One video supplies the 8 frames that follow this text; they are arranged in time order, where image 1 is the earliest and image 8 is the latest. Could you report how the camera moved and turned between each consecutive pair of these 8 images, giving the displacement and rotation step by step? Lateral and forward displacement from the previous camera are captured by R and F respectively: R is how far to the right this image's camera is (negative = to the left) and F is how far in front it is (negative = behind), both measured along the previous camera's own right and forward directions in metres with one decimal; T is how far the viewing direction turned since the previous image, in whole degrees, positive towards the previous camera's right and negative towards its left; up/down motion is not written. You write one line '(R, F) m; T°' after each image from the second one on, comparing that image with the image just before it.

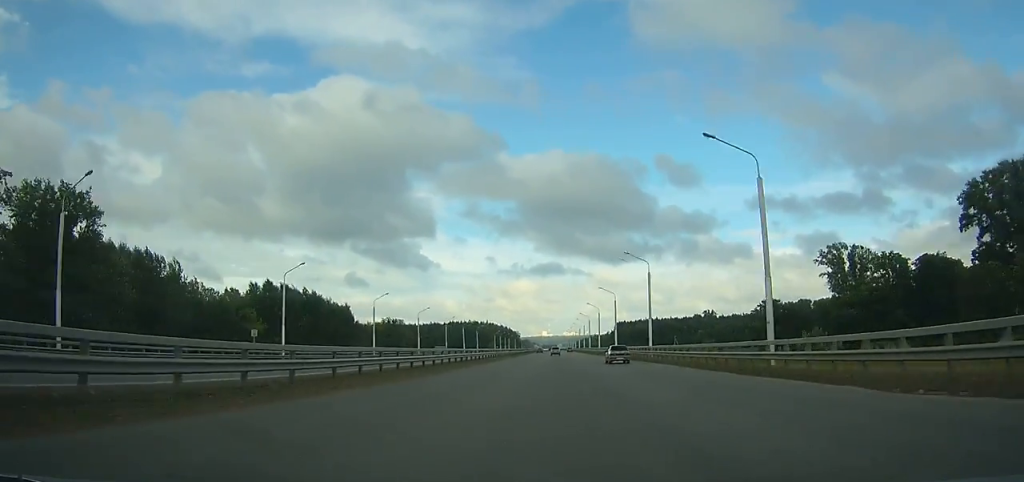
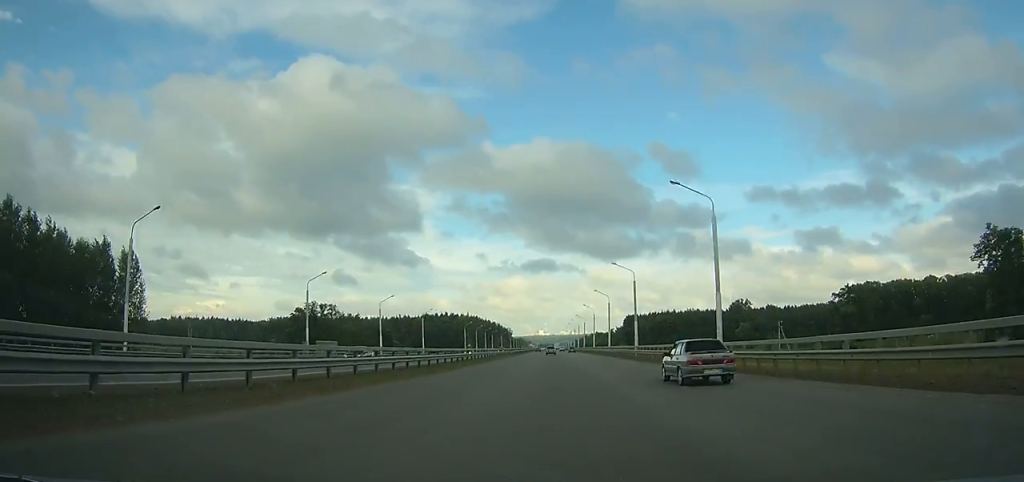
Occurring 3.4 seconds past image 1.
(+0.4, +93.6) m; 0°
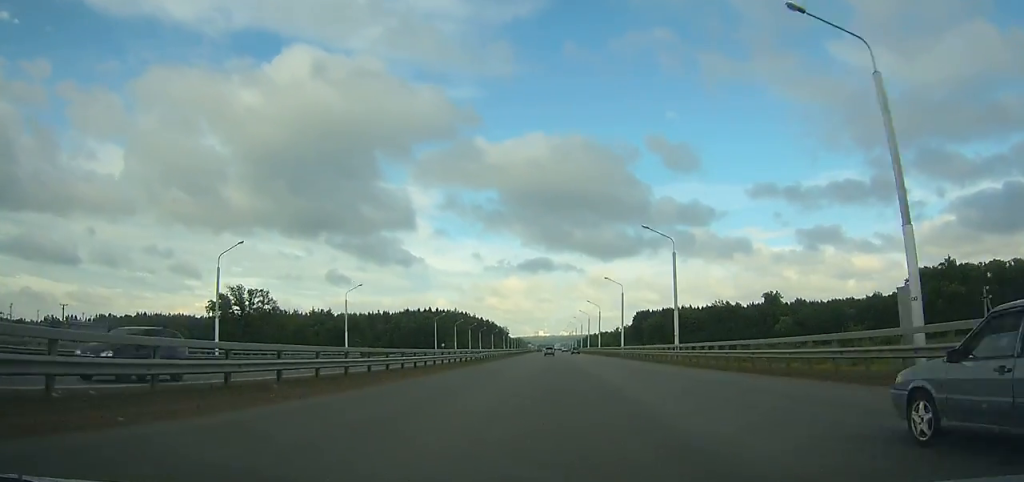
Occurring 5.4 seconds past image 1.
(+0.1, +54.8) m; 0°
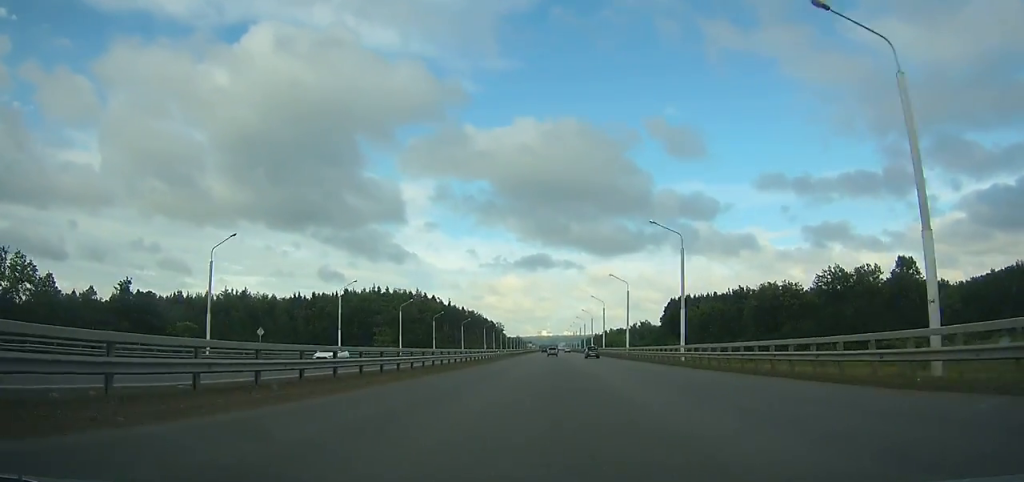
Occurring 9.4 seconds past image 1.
(+0.1, +108.6) m; 0°
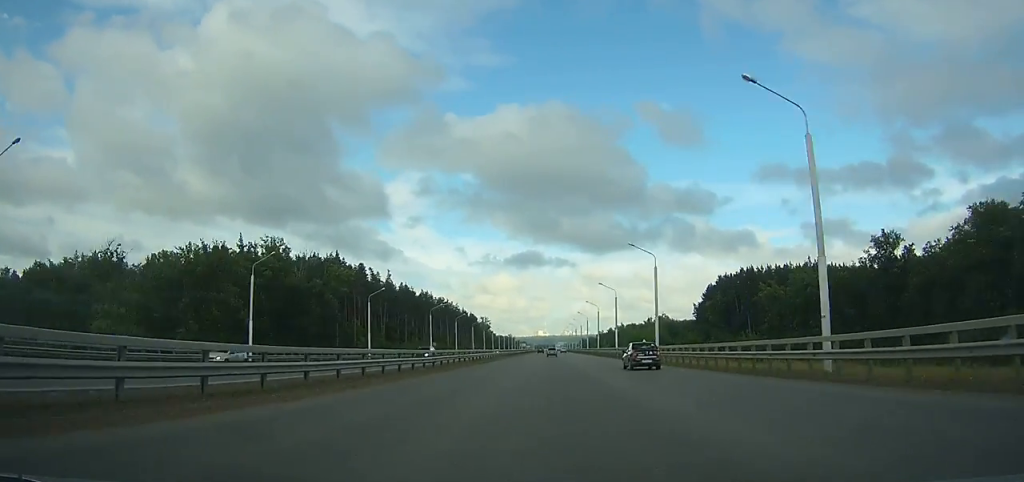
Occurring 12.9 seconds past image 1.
(-0.2, +94.3) m; 0°
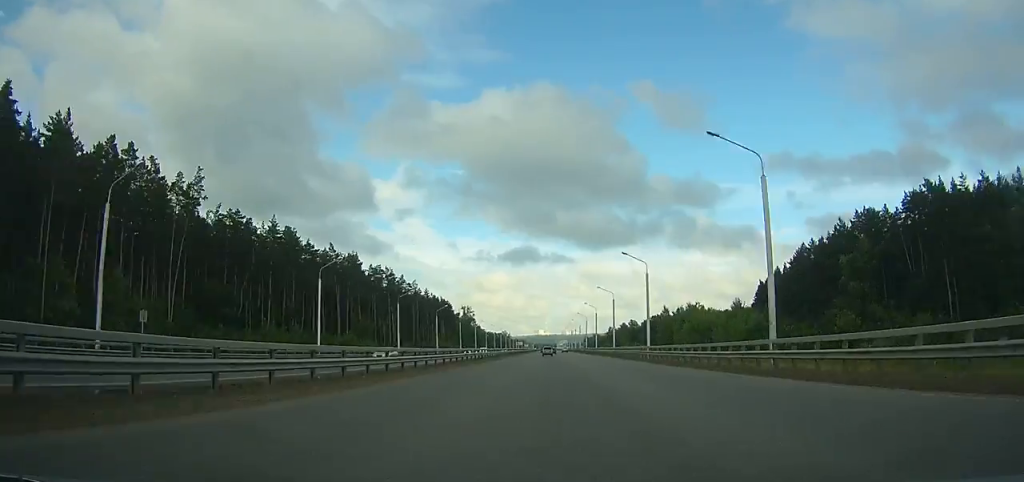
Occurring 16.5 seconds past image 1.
(-0.2, +96.1) m; 0°
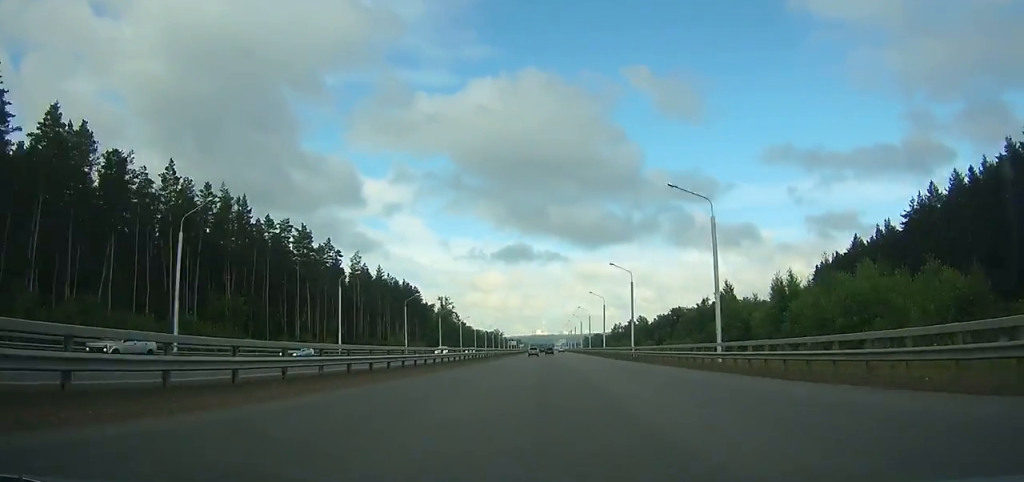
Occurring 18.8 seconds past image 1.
(-0.1, +60.8) m; 0°
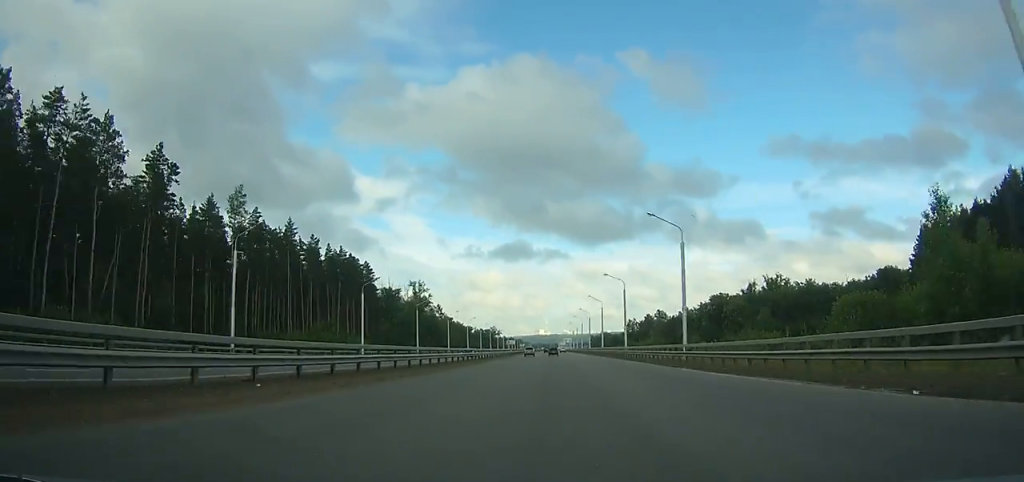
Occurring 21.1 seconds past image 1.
(0.0, +60.1) m; 0°
